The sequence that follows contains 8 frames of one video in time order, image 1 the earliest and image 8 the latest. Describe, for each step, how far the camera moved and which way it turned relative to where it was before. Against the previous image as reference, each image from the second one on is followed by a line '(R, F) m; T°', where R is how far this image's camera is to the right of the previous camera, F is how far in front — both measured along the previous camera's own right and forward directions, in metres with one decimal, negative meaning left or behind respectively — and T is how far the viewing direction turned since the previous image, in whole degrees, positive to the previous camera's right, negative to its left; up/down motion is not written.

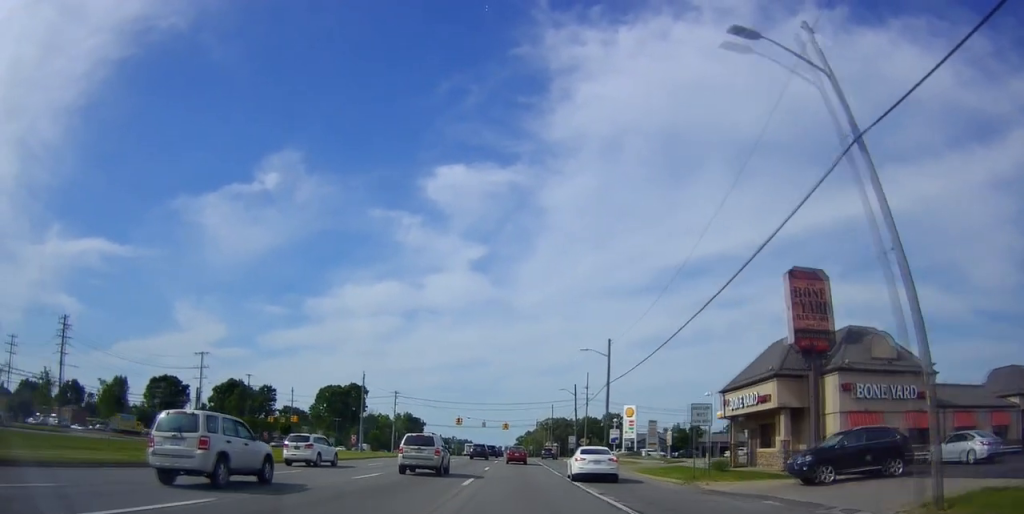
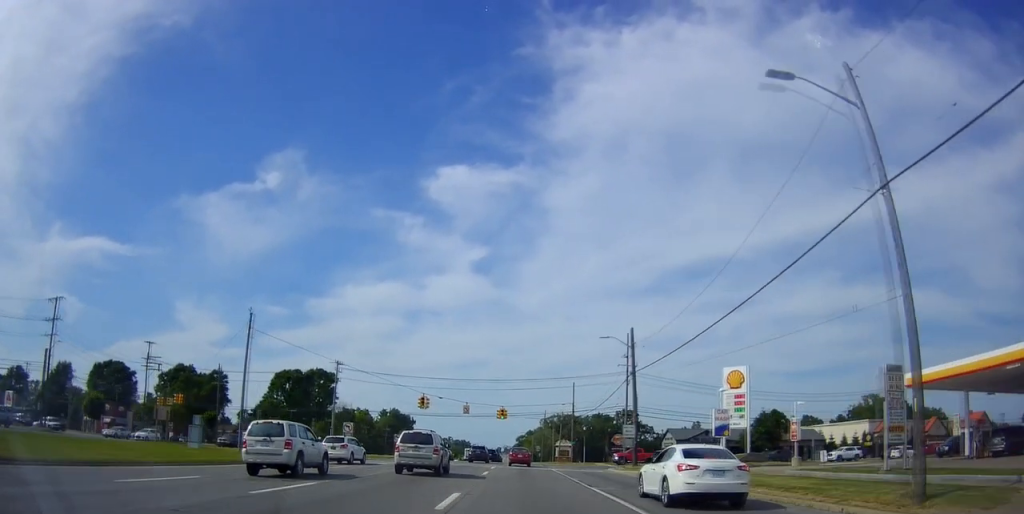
(-0.3, +38.0) m; -2°
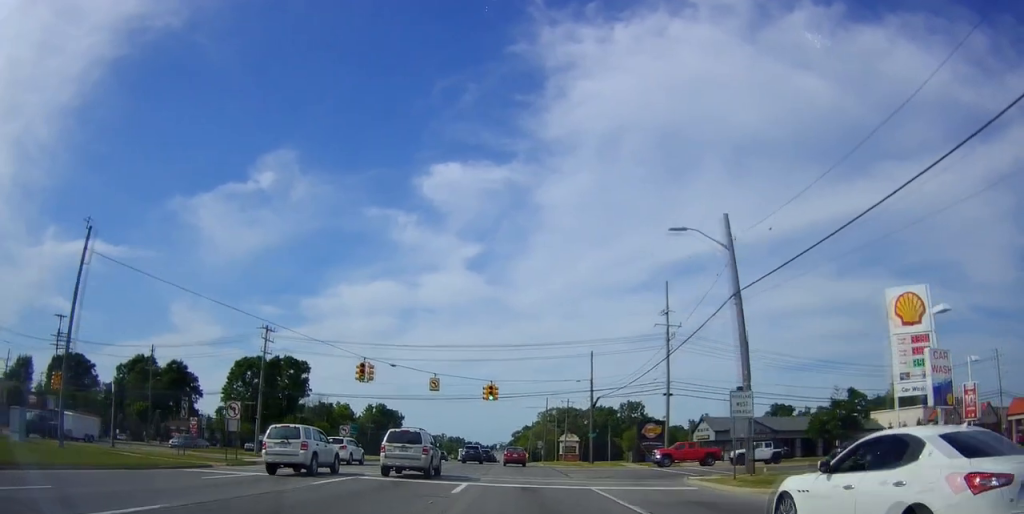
(-0.7, +21.4) m; -1°
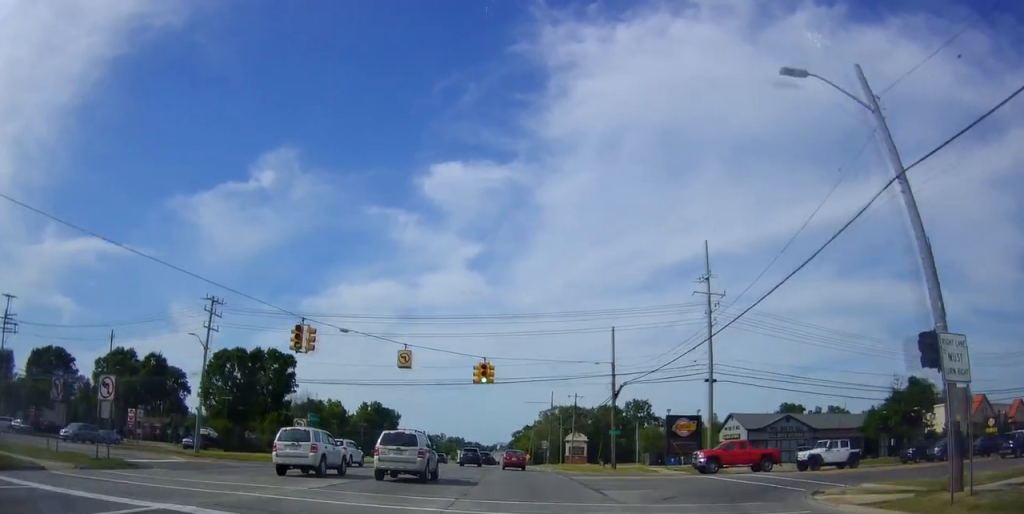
(-0.1, +11.2) m; +2°
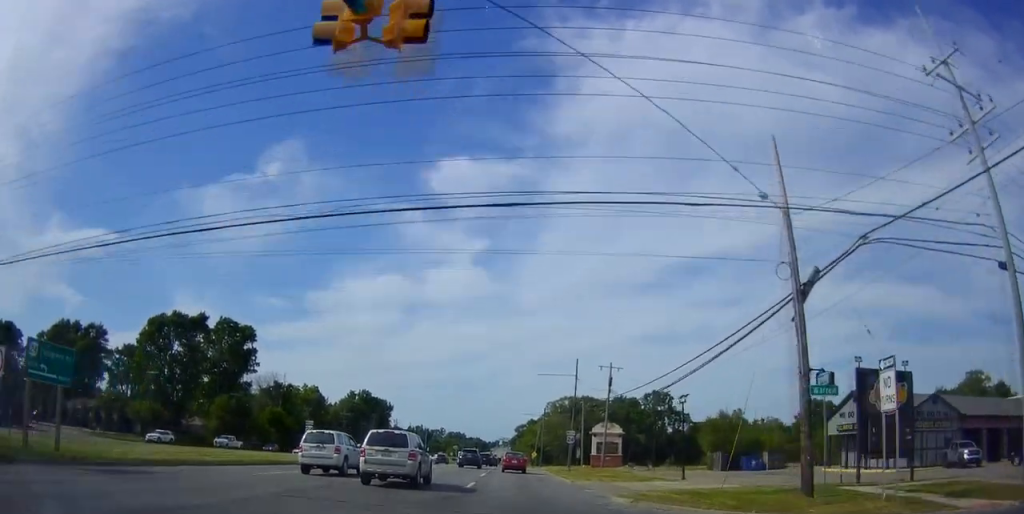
(+1.1, +27.0) m; +2°
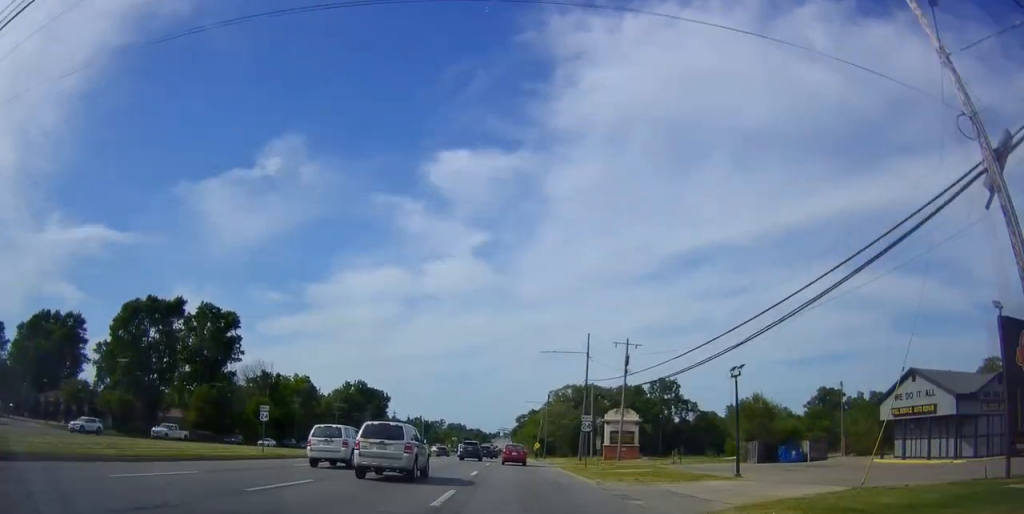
(+0.1, +8.2) m; -1°
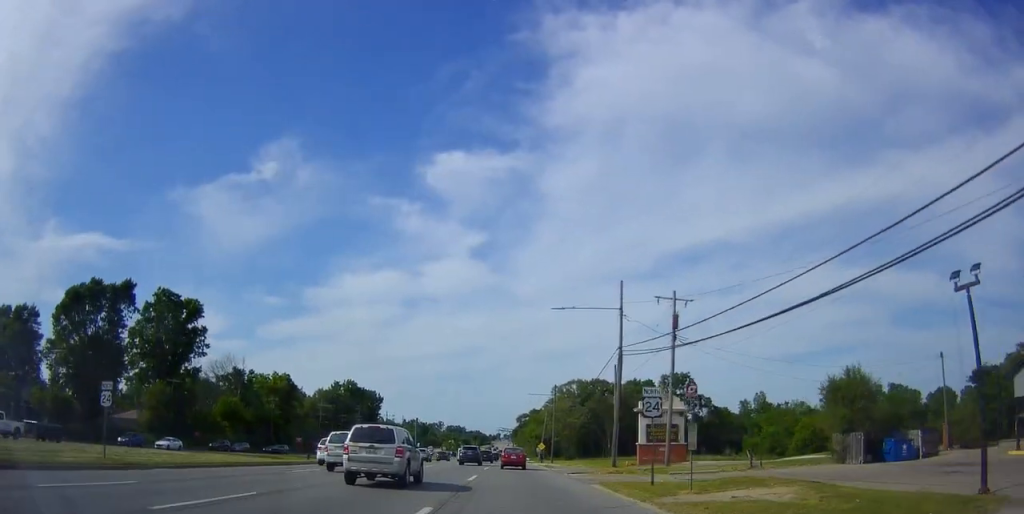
(-0.3, +15.2) m; -2°
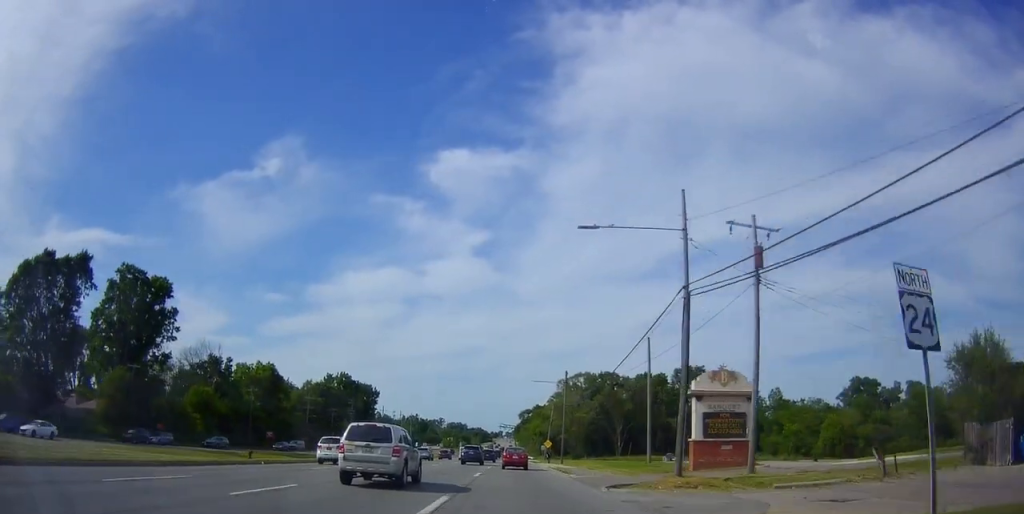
(-0.2, +12.2) m; 0°
